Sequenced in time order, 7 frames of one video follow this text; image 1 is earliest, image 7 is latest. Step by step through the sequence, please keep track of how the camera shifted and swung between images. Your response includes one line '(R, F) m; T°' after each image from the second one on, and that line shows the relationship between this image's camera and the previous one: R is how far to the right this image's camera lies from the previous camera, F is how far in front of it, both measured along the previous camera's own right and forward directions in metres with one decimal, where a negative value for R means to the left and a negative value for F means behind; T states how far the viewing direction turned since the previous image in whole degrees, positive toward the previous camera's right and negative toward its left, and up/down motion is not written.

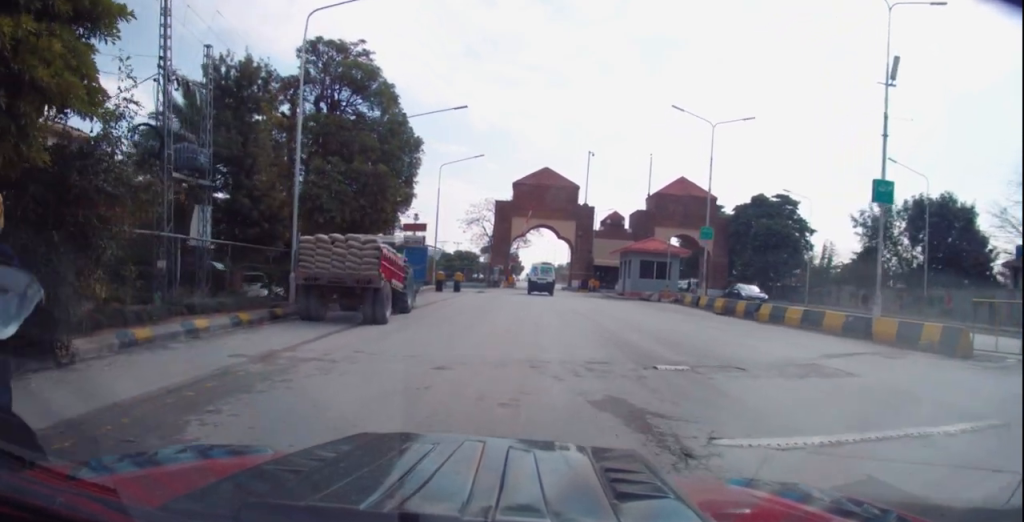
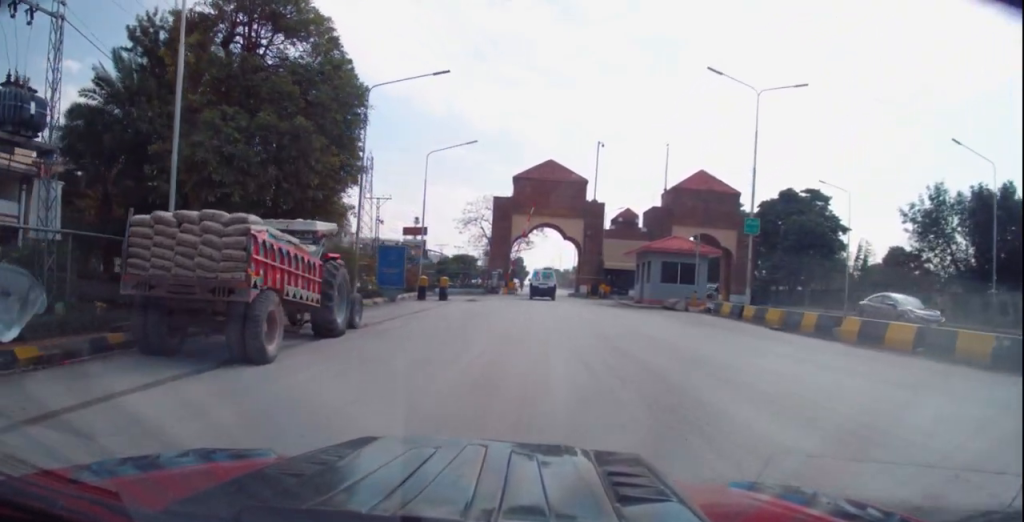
(-0.5, +6.3) m; -1°
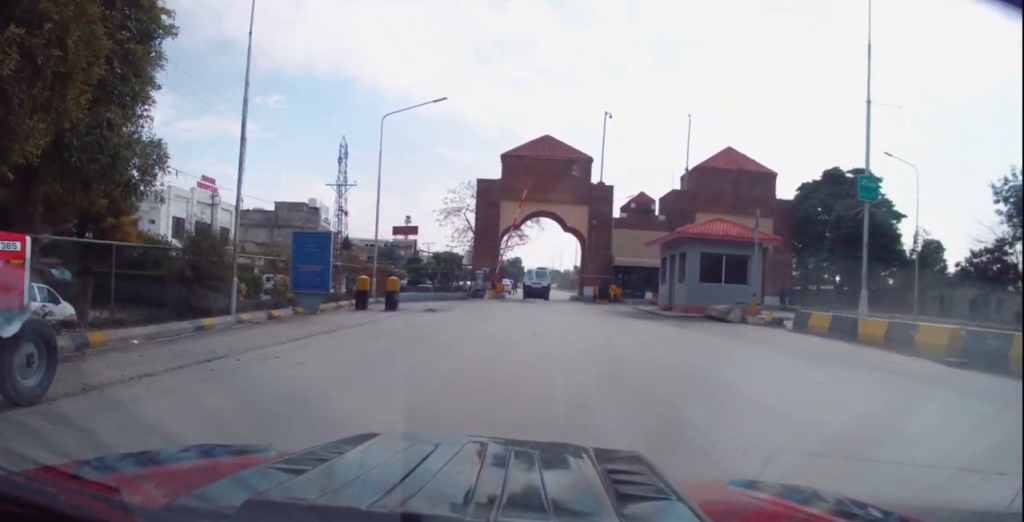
(-0.4, +9.7) m; -6°
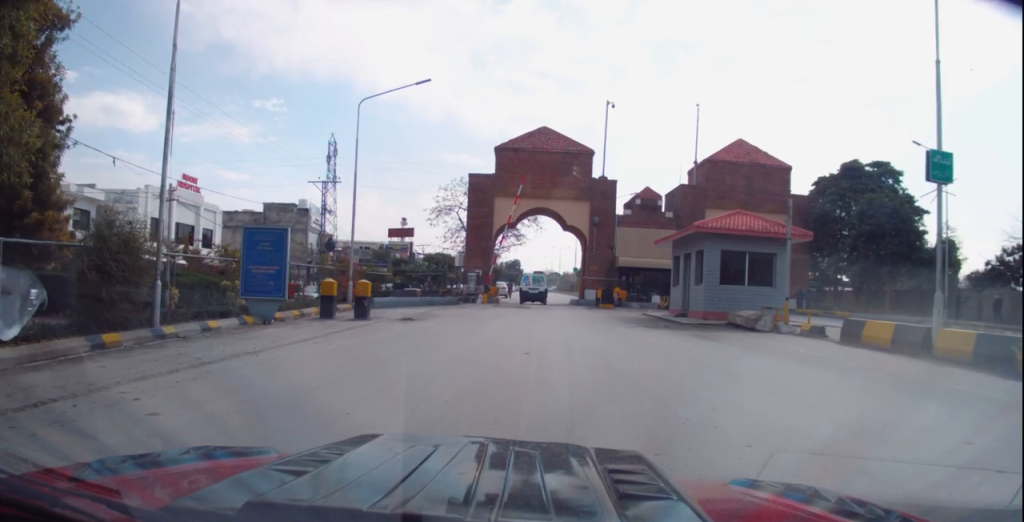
(+0.1, +3.3) m; +3°
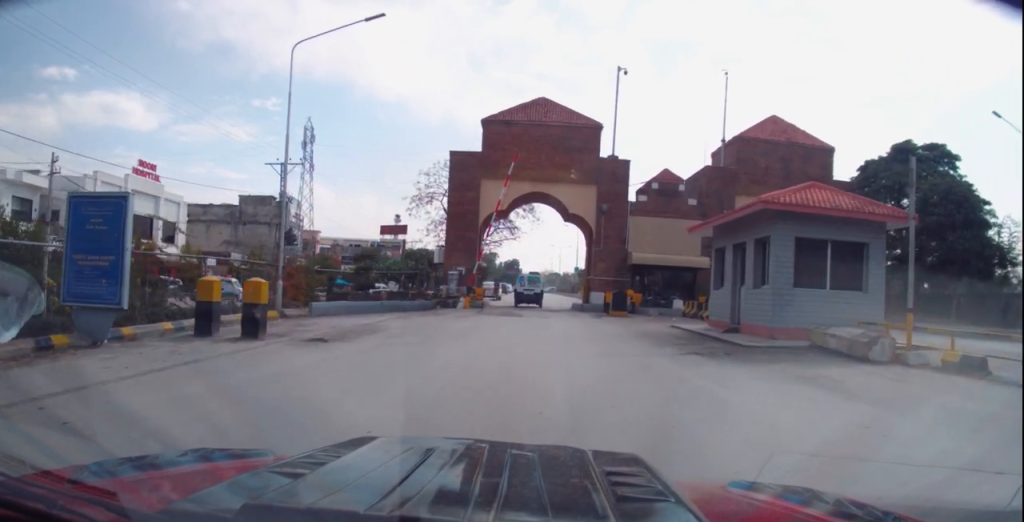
(+0.5, +6.9) m; +3°
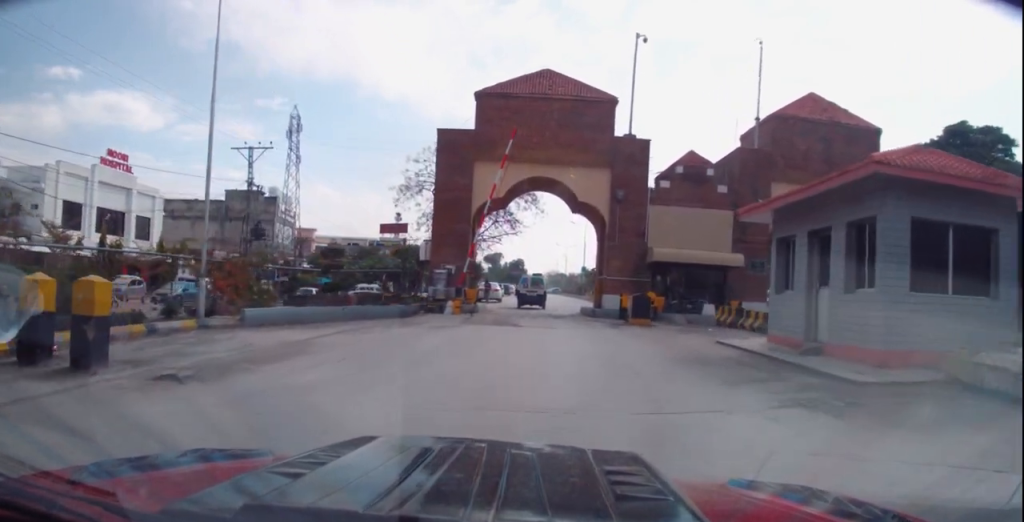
(-0.3, +5.0) m; -3°
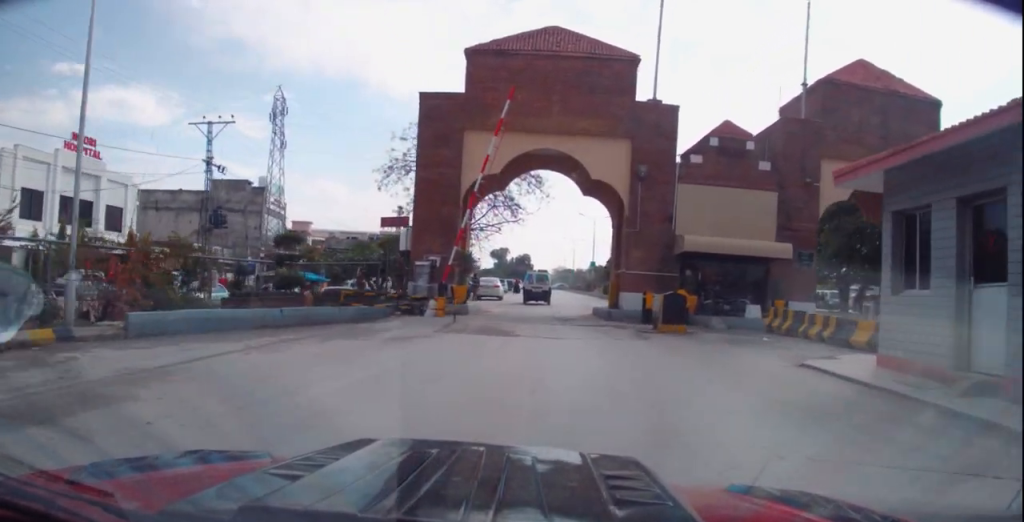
(0.0, +5.0) m; 0°
